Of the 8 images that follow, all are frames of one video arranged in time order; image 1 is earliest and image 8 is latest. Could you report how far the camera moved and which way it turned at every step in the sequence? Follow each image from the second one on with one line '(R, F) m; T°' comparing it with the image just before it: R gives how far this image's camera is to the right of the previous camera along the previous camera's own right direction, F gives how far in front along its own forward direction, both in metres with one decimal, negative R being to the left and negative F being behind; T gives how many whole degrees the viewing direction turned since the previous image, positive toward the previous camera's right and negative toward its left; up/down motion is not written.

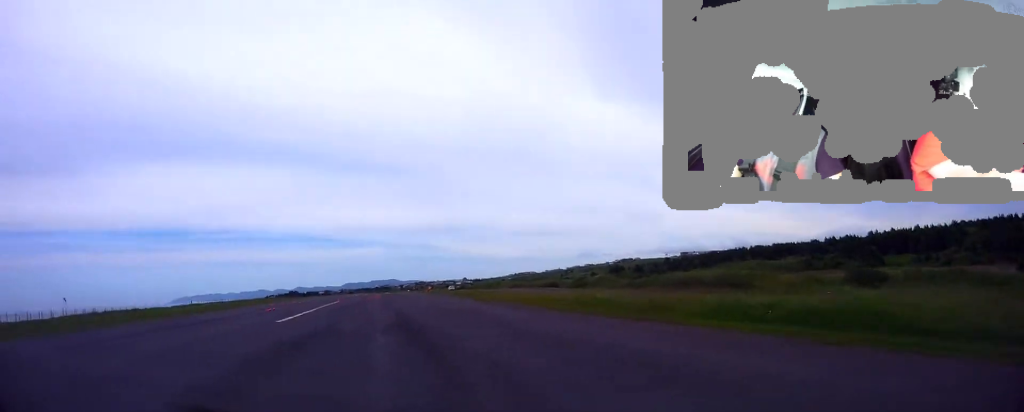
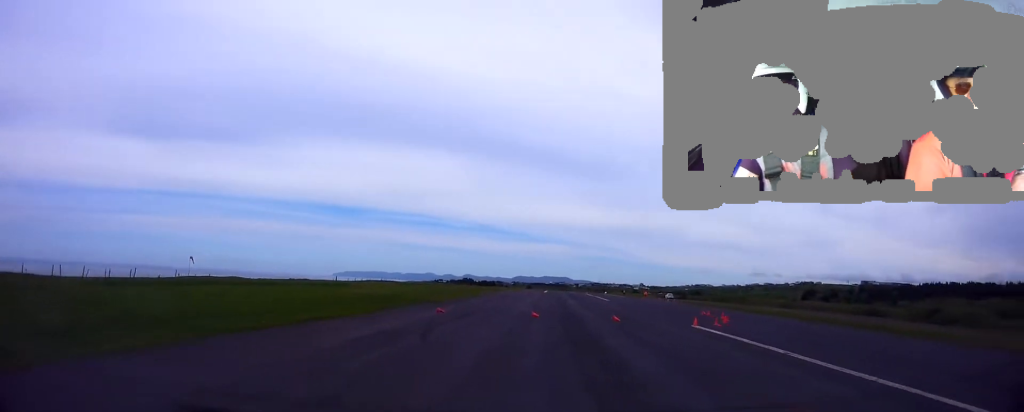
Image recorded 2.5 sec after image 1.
(-9.6, +34.5) m; -7°
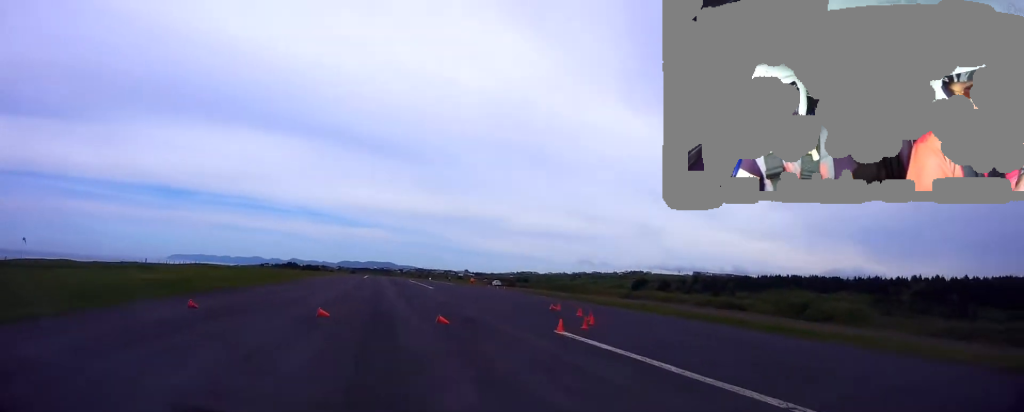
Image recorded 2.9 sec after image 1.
(+1.1, +6.0) m; +9°
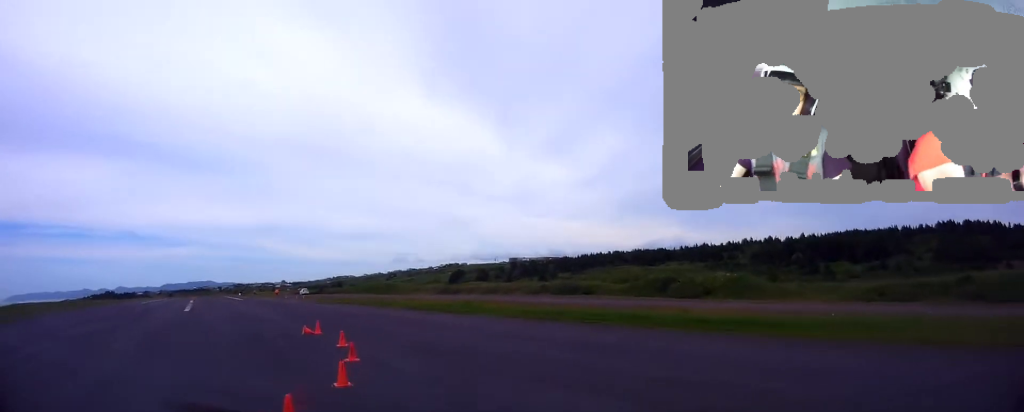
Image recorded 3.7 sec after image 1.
(+1.4, +10.9) m; +4°
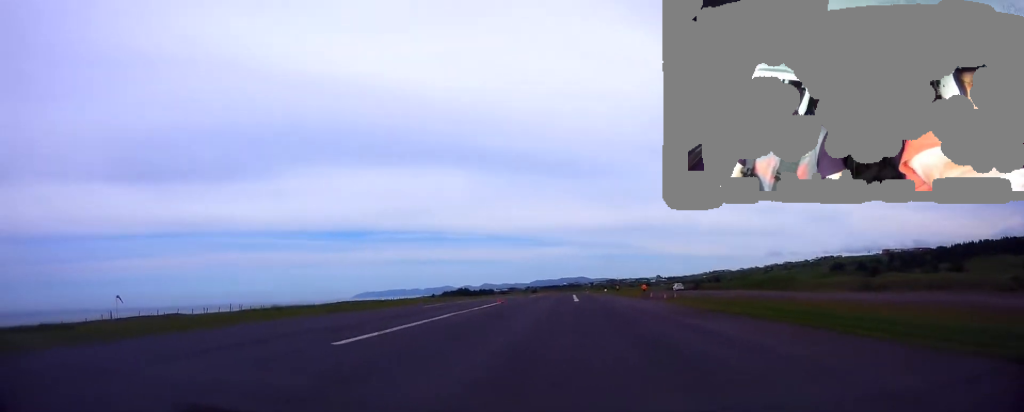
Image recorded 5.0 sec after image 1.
(-1.2, +19.6) m; -13°
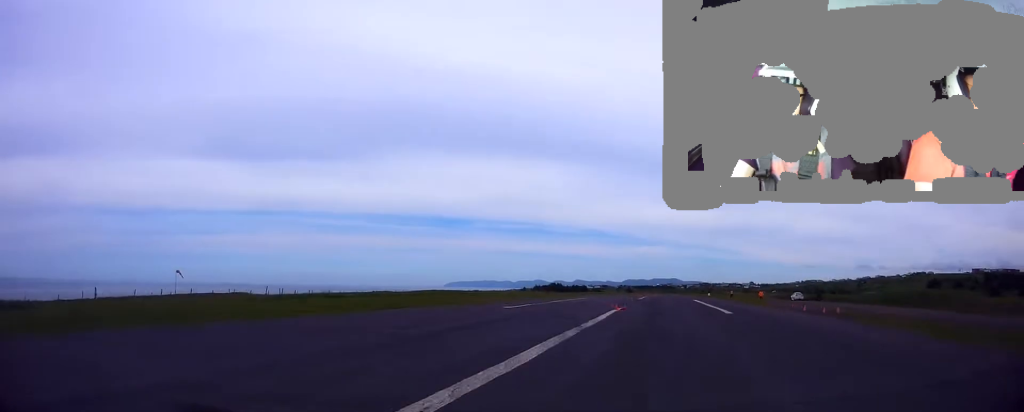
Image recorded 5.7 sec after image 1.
(-1.2, +13.3) m; -2°
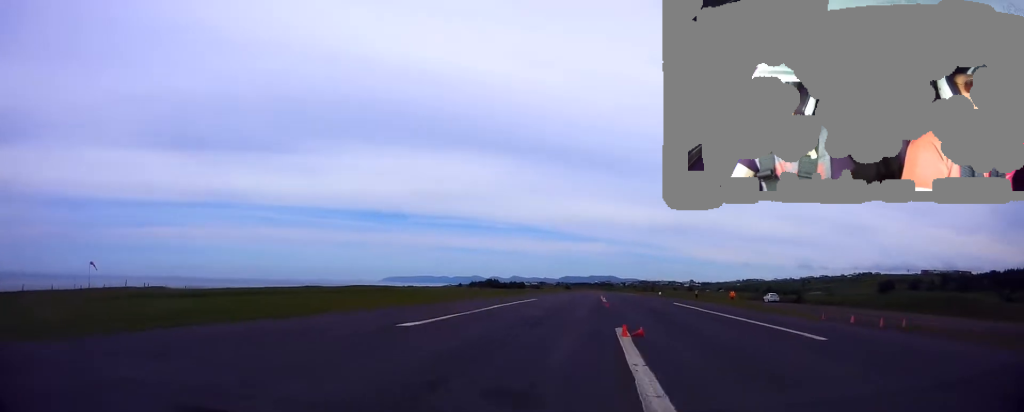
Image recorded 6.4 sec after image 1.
(-0.8, +13.0) m; +2°
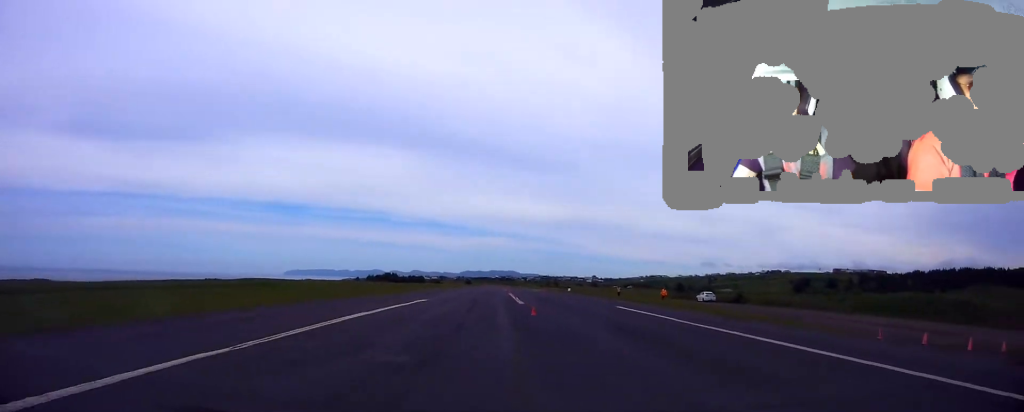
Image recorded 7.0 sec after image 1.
(+1.2, +13.1) m; +5°
